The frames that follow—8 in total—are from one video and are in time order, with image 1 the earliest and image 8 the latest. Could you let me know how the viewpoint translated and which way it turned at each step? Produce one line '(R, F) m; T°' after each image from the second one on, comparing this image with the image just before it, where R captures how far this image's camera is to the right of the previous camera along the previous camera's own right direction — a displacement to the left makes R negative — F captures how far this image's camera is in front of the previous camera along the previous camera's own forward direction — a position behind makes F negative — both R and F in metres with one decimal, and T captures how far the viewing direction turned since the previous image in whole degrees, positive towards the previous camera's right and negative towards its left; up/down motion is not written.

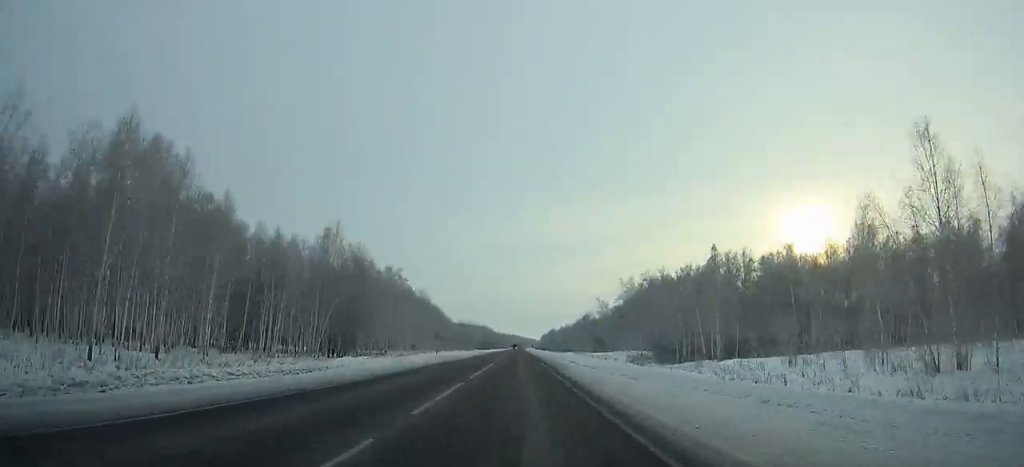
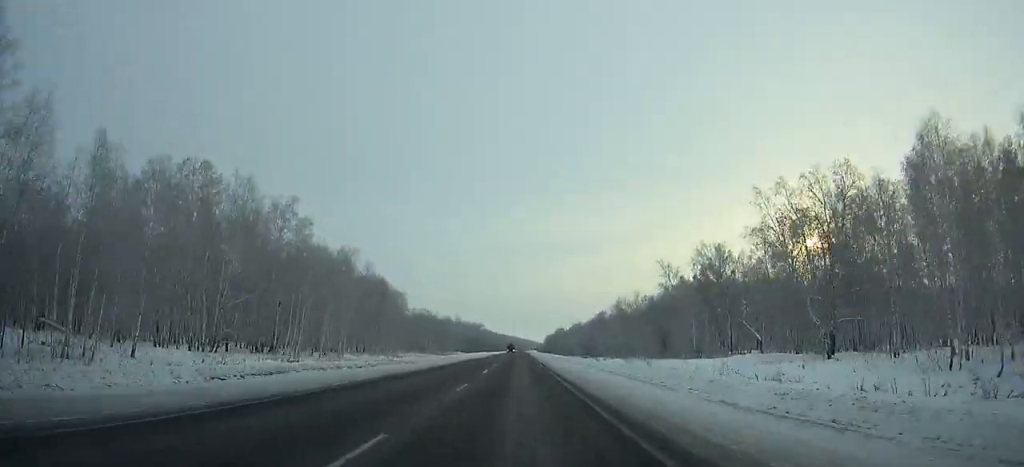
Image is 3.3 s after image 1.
(+0.2, +79.9) m; 0°
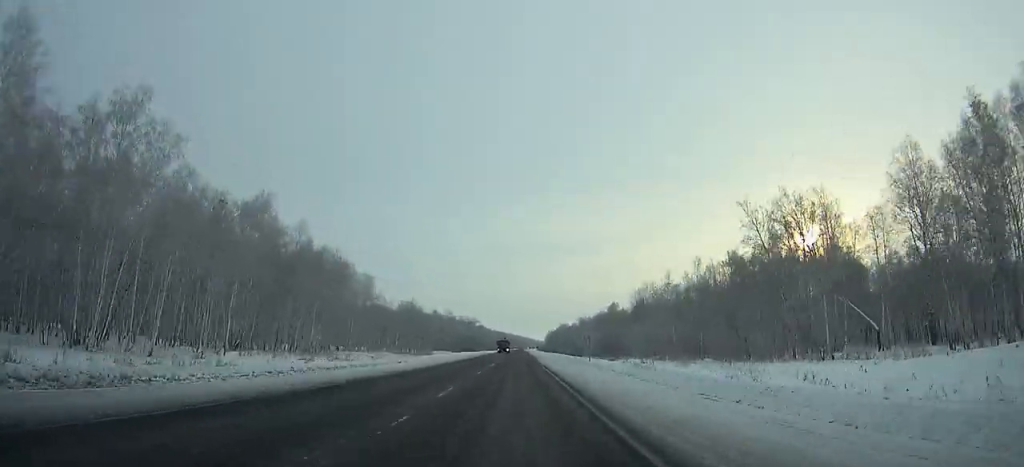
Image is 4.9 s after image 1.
(-0.1, +38.8) m; 0°
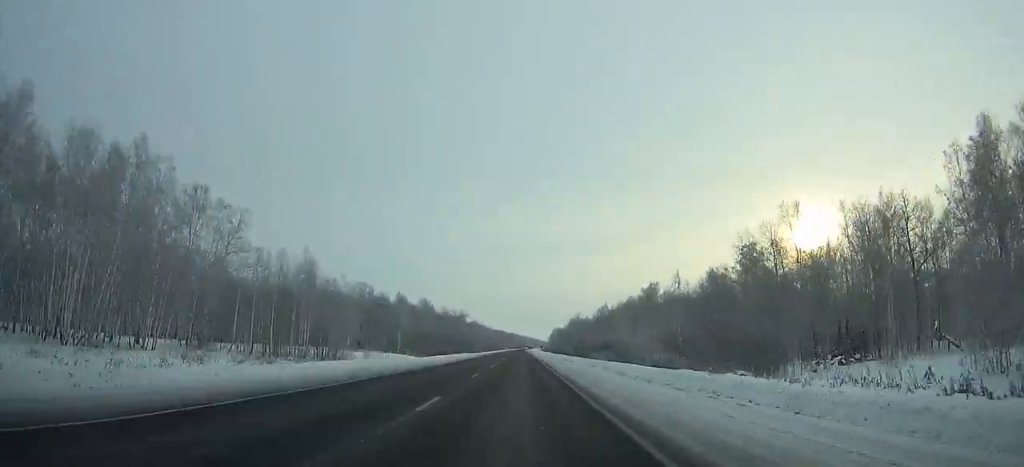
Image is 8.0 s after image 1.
(-0.2, +75.1) m; 0°
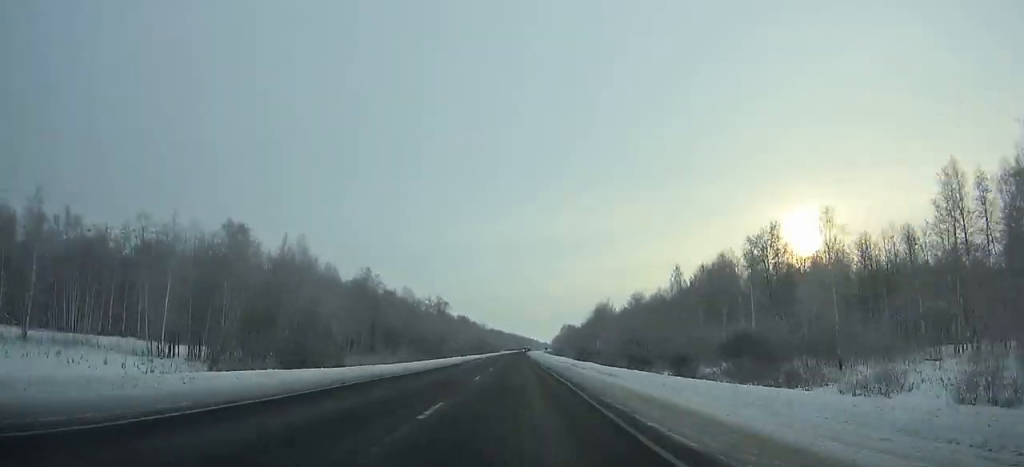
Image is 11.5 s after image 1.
(+0.1, +84.8) m; 0°
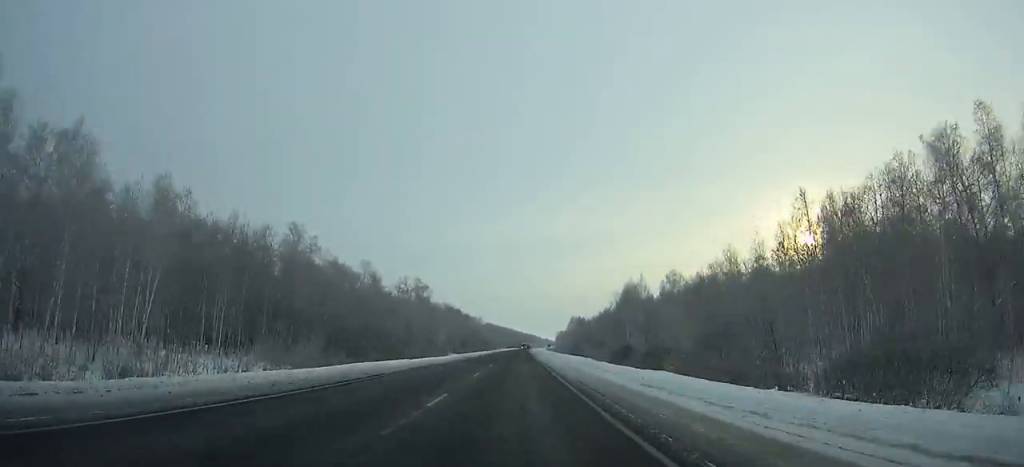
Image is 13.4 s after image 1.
(+0.1, +46.2) m; 0°
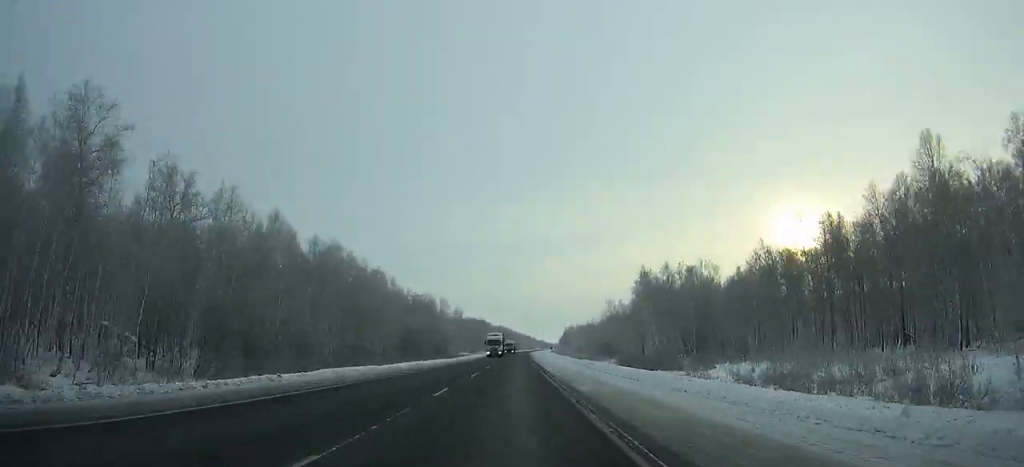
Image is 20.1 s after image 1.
(+0.9, +163.1) m; +1°
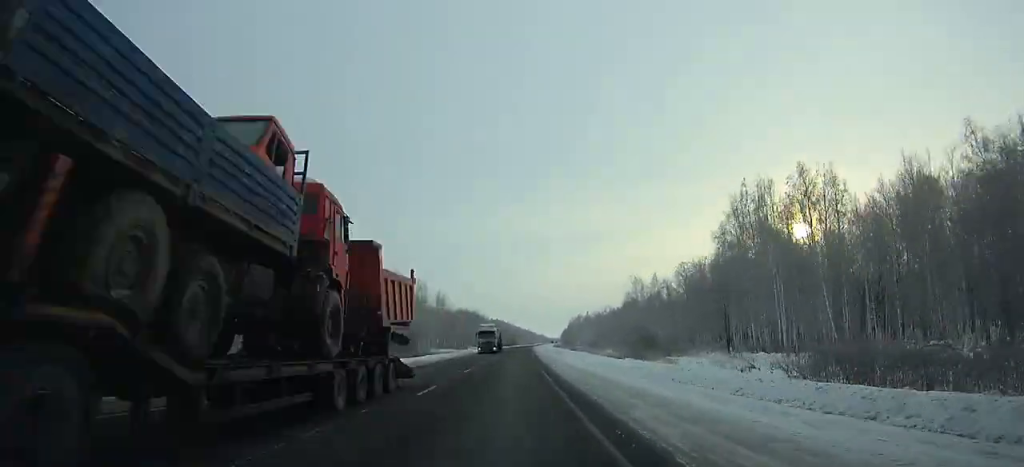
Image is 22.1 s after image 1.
(+0.1, +48.5) m; 0°
